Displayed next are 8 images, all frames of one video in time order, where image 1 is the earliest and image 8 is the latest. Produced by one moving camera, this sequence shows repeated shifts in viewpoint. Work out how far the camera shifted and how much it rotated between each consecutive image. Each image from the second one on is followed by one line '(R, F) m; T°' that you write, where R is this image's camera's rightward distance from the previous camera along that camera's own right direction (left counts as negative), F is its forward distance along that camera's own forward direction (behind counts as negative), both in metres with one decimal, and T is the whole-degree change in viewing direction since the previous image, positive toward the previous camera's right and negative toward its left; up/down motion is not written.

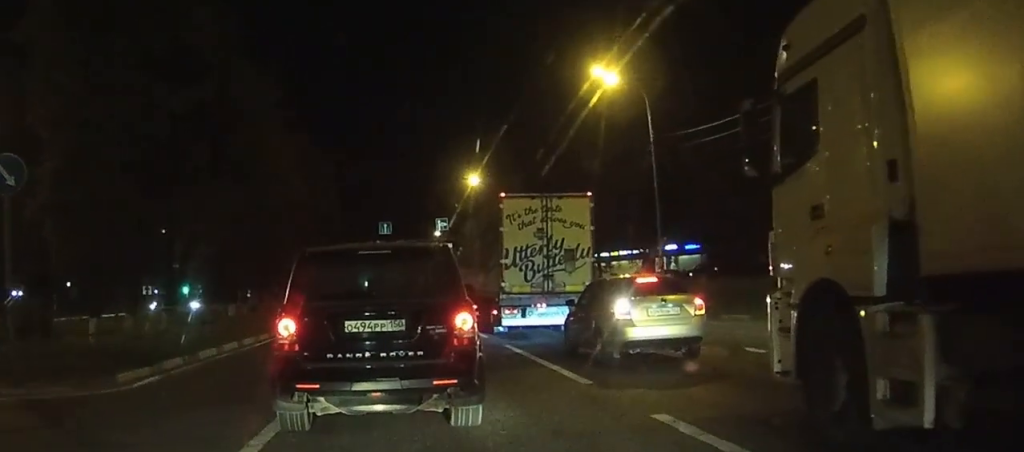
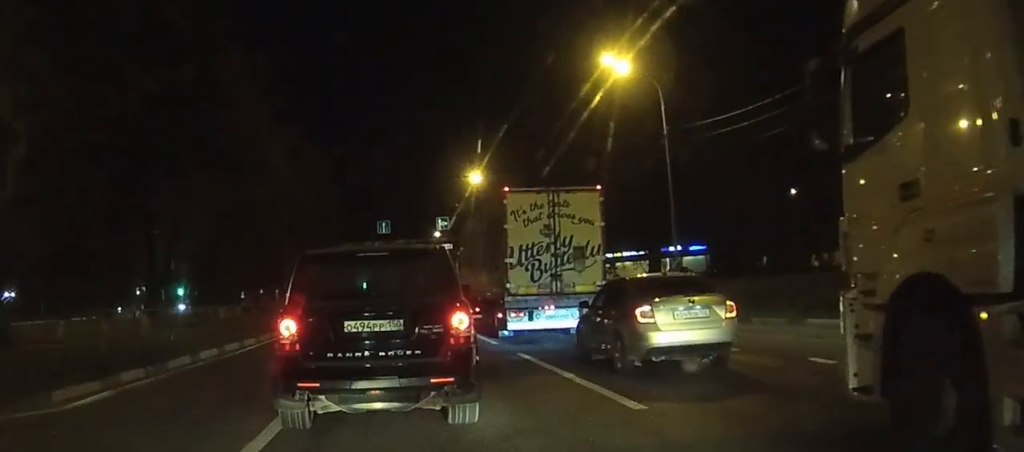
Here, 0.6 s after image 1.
(0.0, +2.5) m; +1°
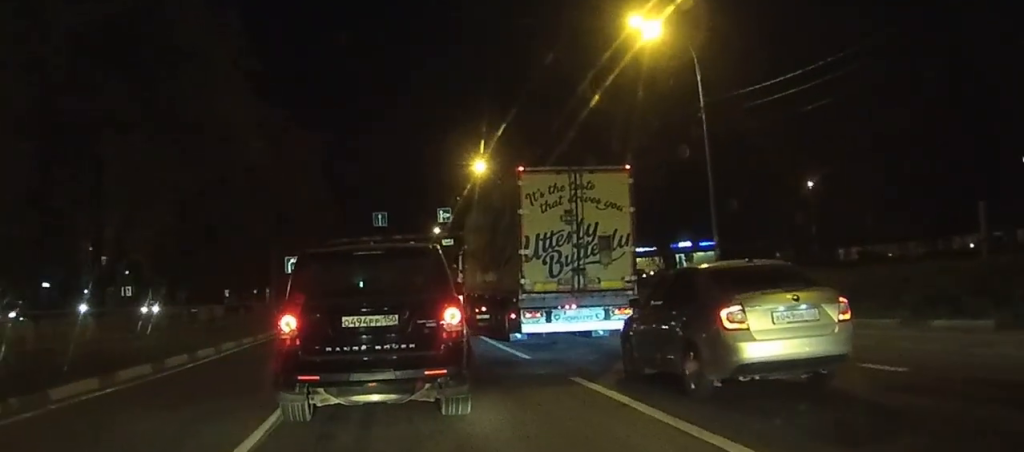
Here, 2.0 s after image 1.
(+0.1, +5.8) m; +2°
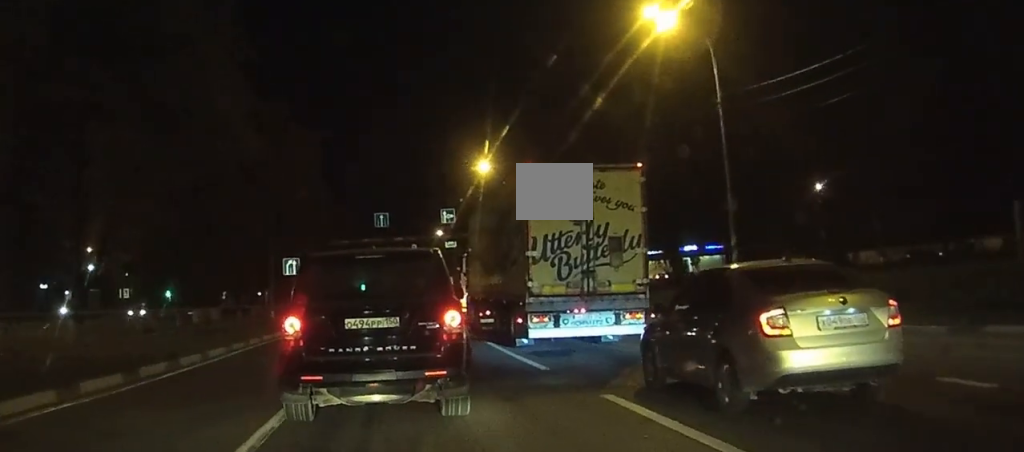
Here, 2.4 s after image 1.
(0.0, +1.8) m; 0°
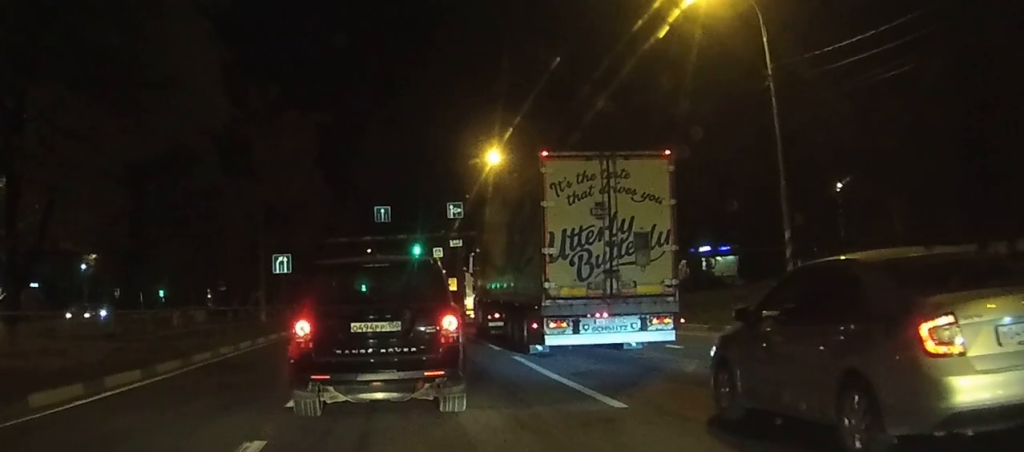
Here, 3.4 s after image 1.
(0.0, +5.1) m; 0°
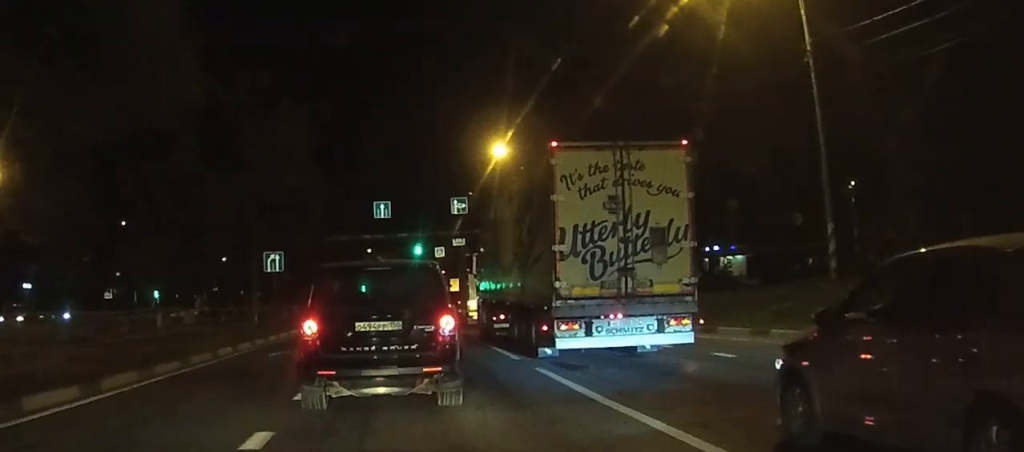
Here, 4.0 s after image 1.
(0.0, +3.3) m; +1°
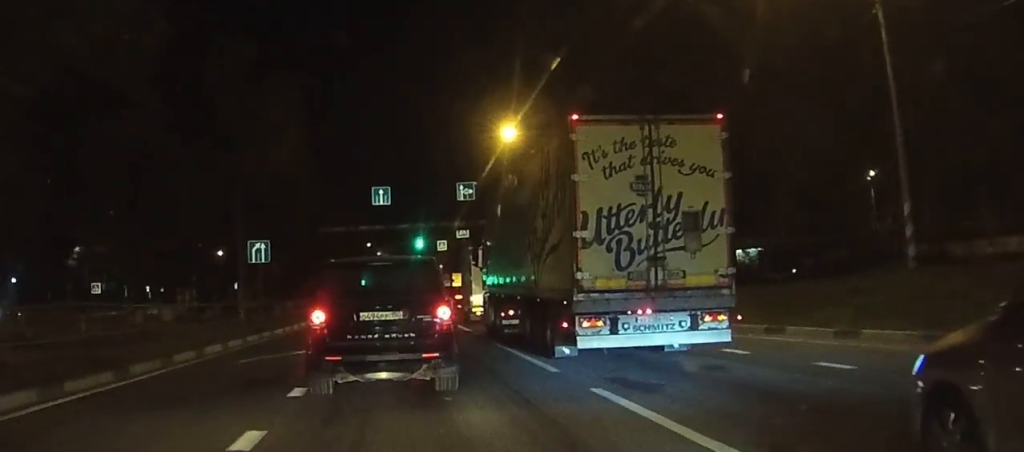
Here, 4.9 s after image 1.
(+0.1, +4.5) m; +1°
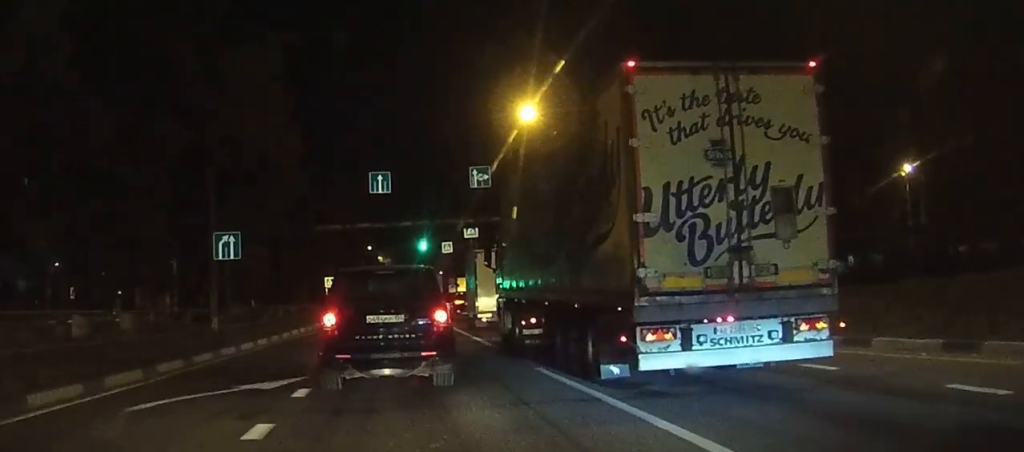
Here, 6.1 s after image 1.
(0.0, +7.1) m; 0°
